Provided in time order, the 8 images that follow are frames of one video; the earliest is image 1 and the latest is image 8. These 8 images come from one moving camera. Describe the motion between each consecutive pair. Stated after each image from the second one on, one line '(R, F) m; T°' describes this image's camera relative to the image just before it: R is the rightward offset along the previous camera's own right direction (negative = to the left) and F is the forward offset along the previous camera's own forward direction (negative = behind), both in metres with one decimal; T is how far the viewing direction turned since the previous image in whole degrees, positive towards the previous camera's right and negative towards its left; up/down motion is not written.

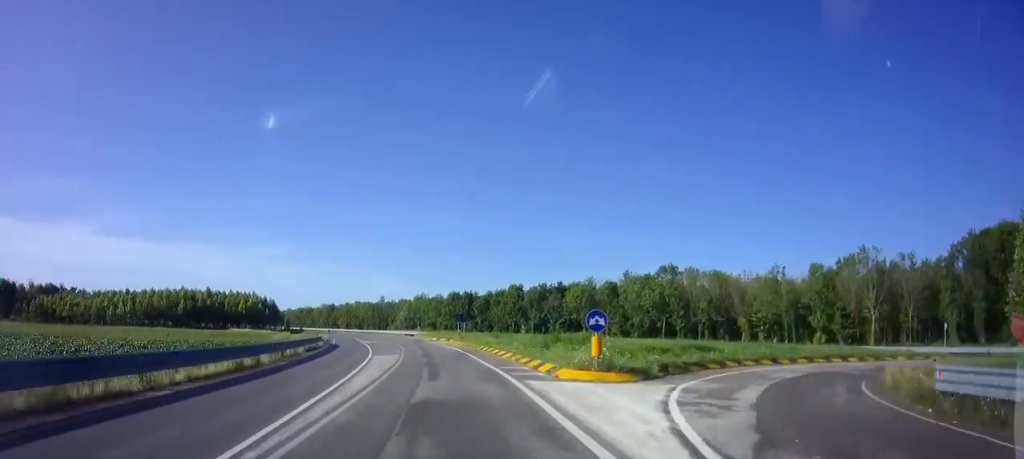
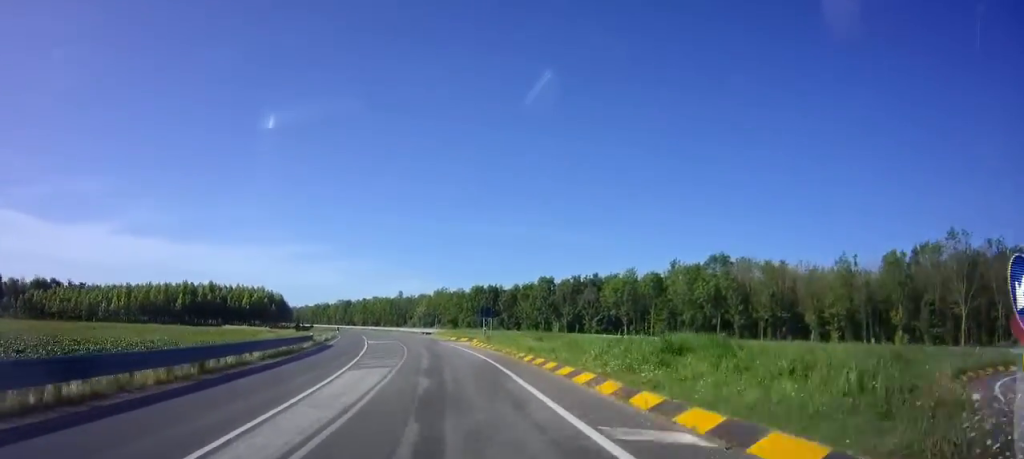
(-0.6, +11.4) m; -2°
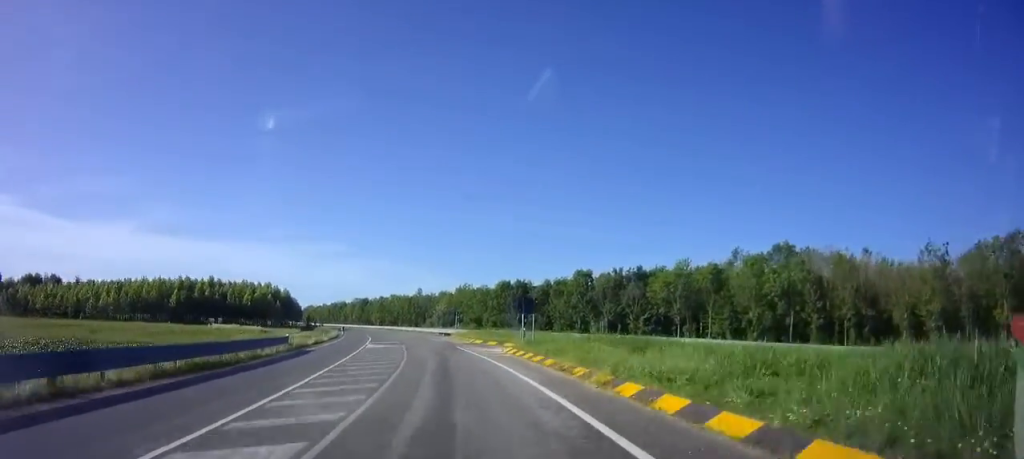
(-0.1, +12.3) m; -2°
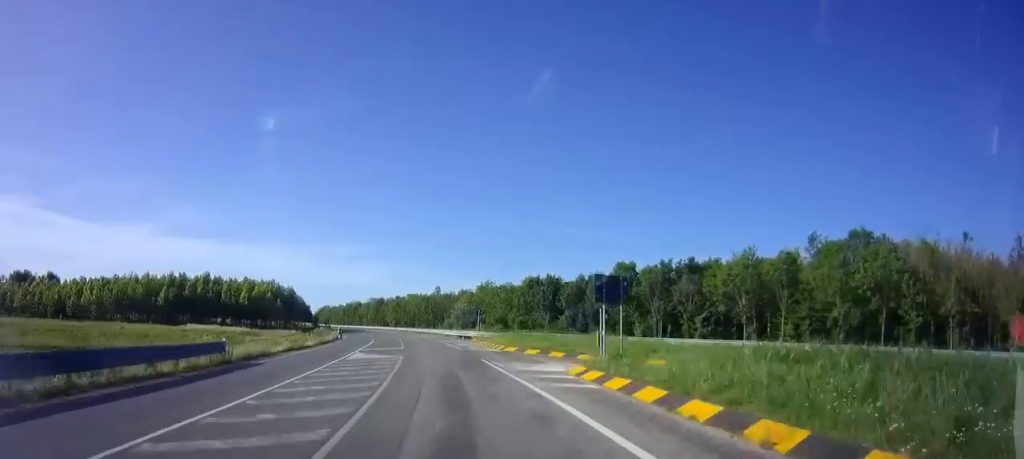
(-0.4, +12.5) m; -2°
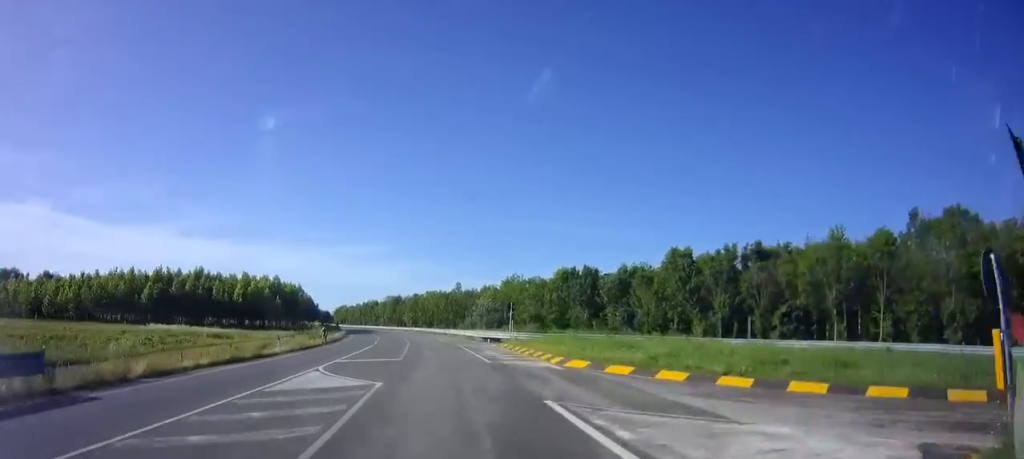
(+0.1, +13.3) m; -2°
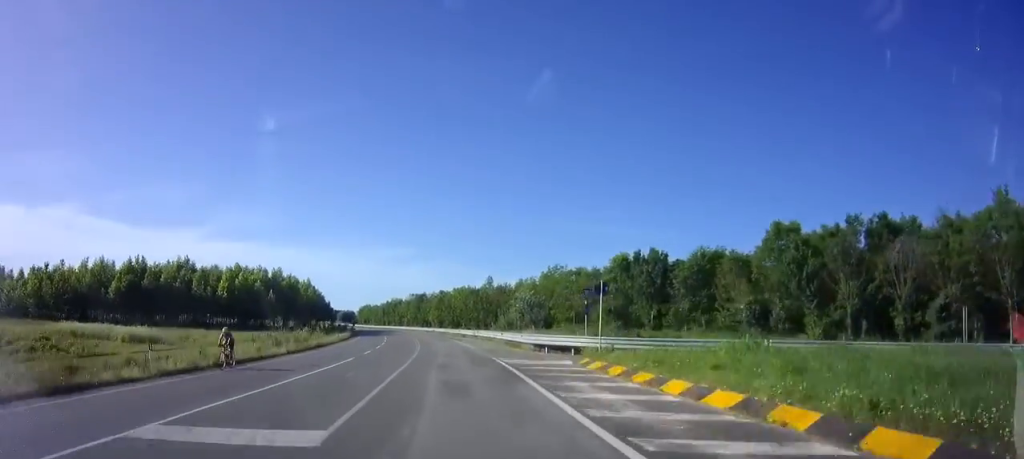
(-0.8, +16.9) m; -3°
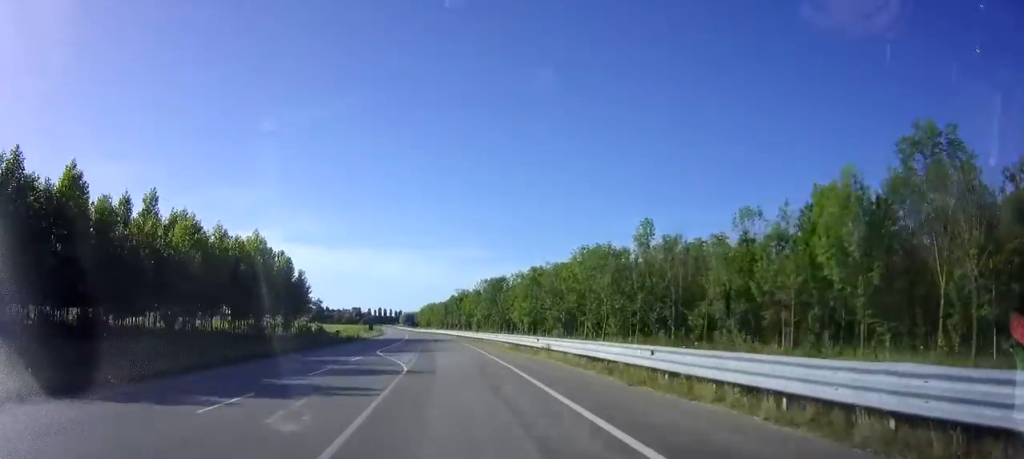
(-4.9, +66.6) m; -8°
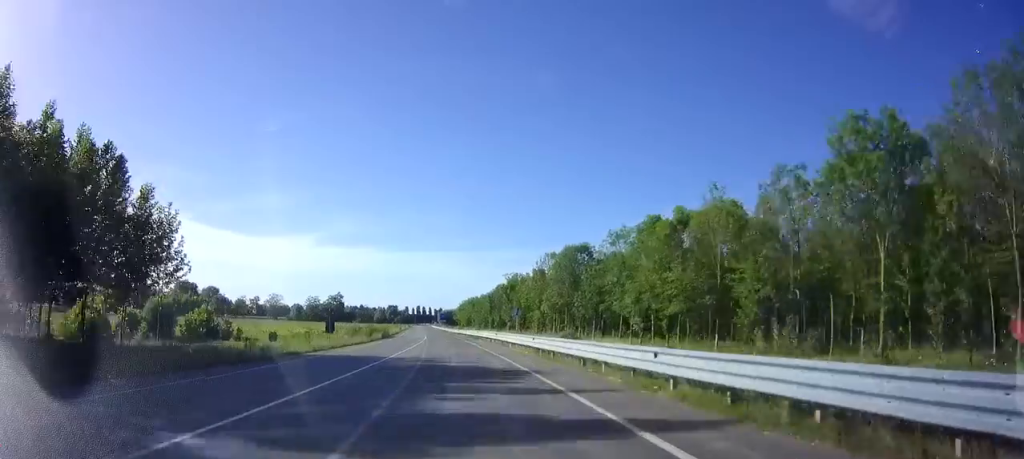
(-1.7, +41.2) m; -4°
